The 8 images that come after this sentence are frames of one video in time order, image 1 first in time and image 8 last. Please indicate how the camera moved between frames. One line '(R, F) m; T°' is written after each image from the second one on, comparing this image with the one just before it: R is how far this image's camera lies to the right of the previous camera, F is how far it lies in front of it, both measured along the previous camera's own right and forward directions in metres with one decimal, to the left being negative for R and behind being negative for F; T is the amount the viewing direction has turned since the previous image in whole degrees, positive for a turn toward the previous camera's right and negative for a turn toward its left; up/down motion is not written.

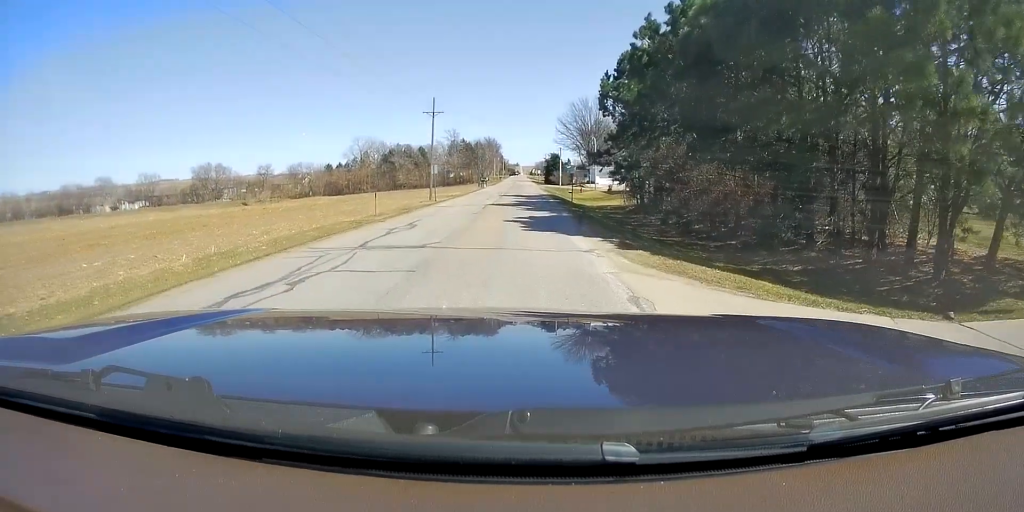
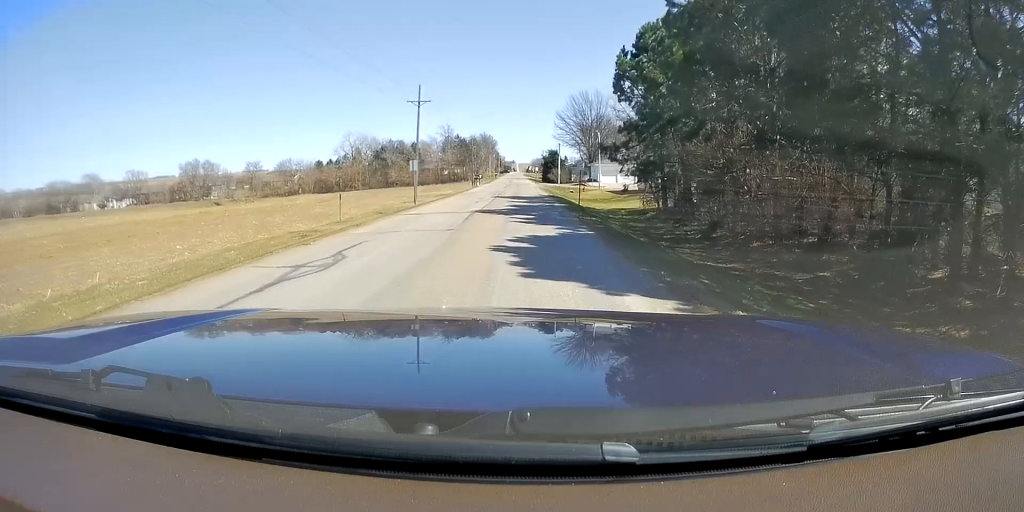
(-0.3, +7.6) m; 0°
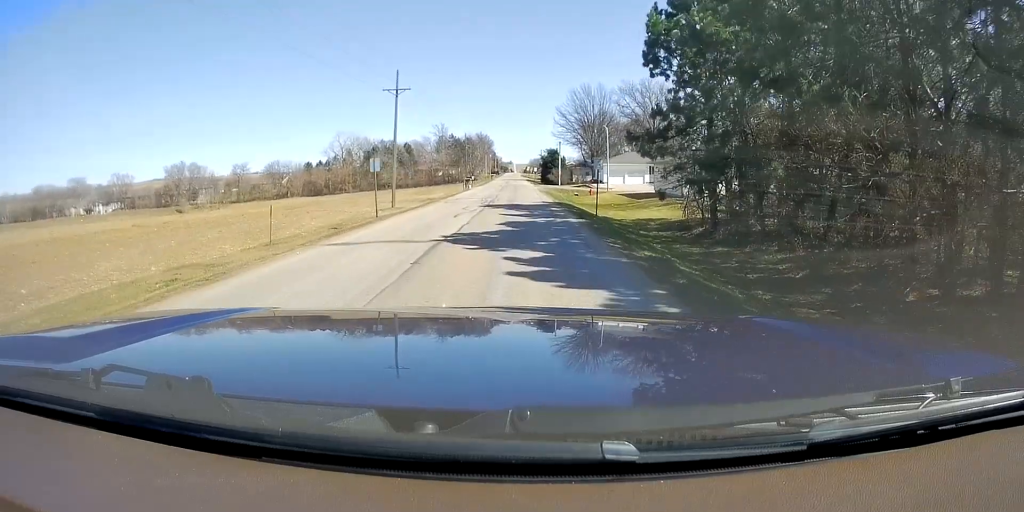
(+0.2, +9.6) m; +2°
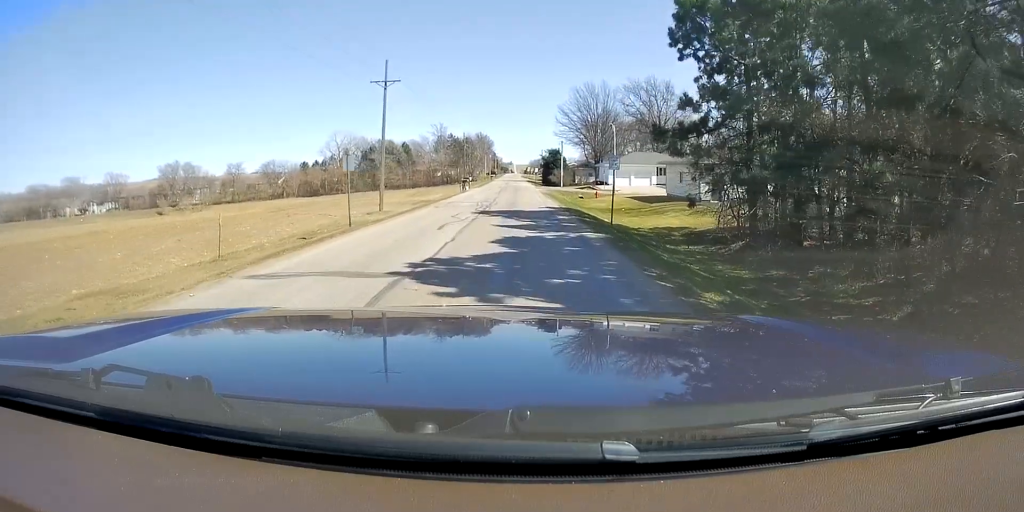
(+0.1, +4.5) m; +1°
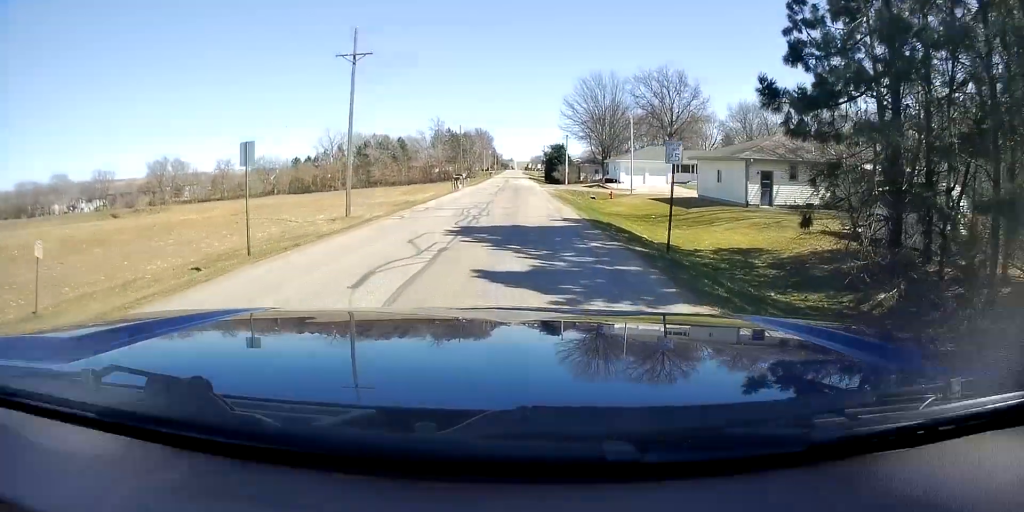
(0.0, +9.1) m; 0°
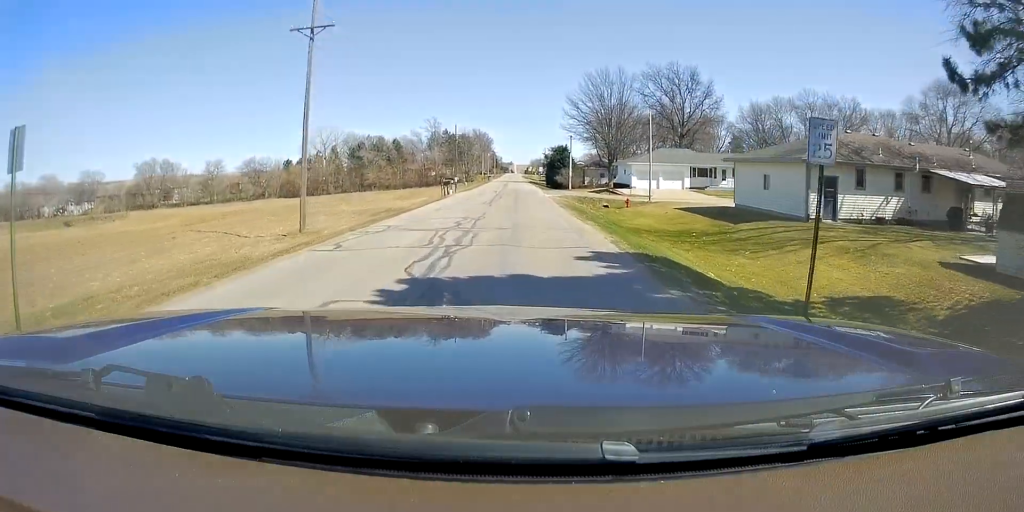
(0.0, +8.0) m; 0°
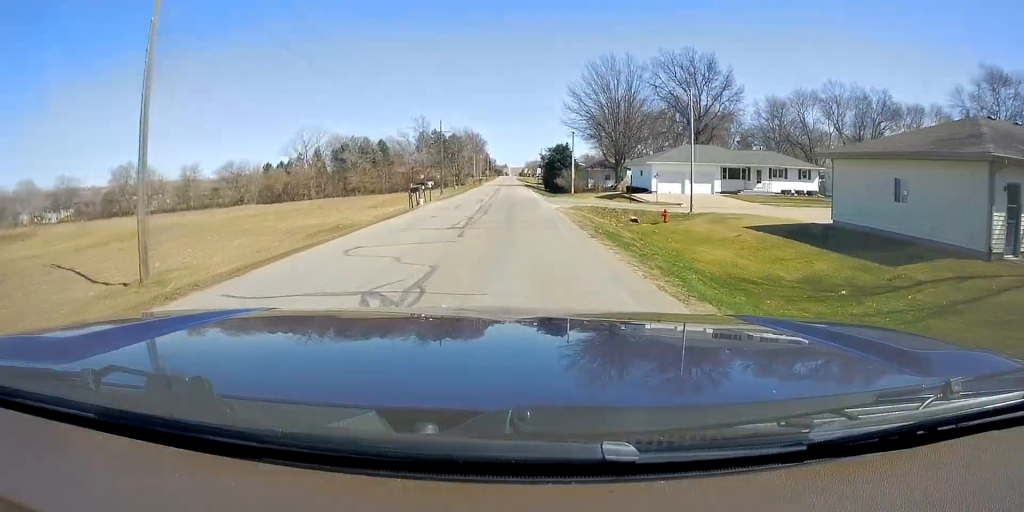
(0.0, +12.9) m; 0°
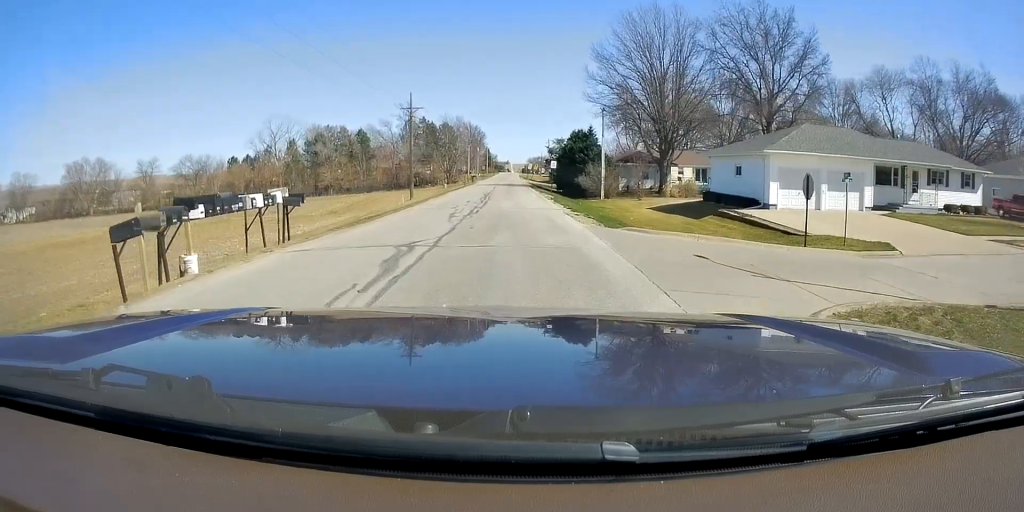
(+1.1, +26.7) m; +3°
